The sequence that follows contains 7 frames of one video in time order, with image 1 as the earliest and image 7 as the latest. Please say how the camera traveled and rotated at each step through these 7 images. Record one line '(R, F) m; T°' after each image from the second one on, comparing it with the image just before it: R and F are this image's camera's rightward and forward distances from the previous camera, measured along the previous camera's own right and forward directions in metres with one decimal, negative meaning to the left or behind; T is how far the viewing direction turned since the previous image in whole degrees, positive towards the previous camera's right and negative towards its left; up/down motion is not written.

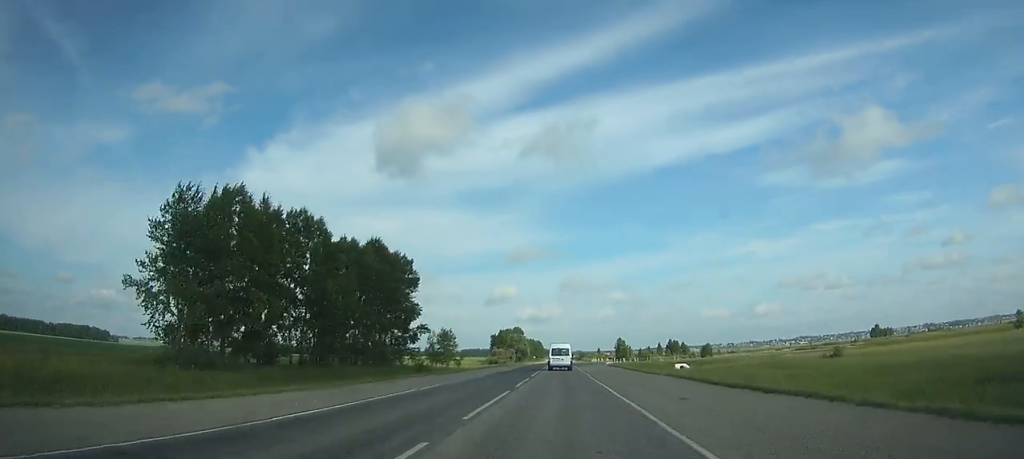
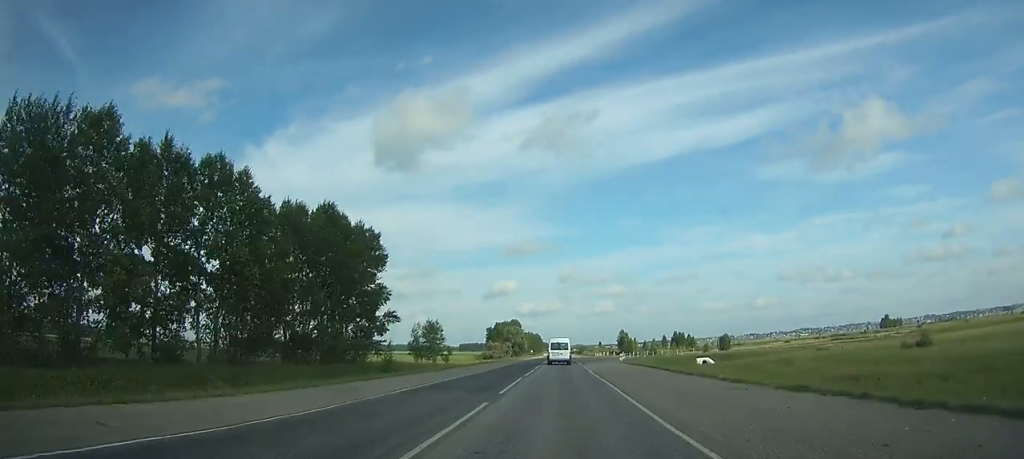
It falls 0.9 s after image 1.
(0.0, +17.3) m; 0°
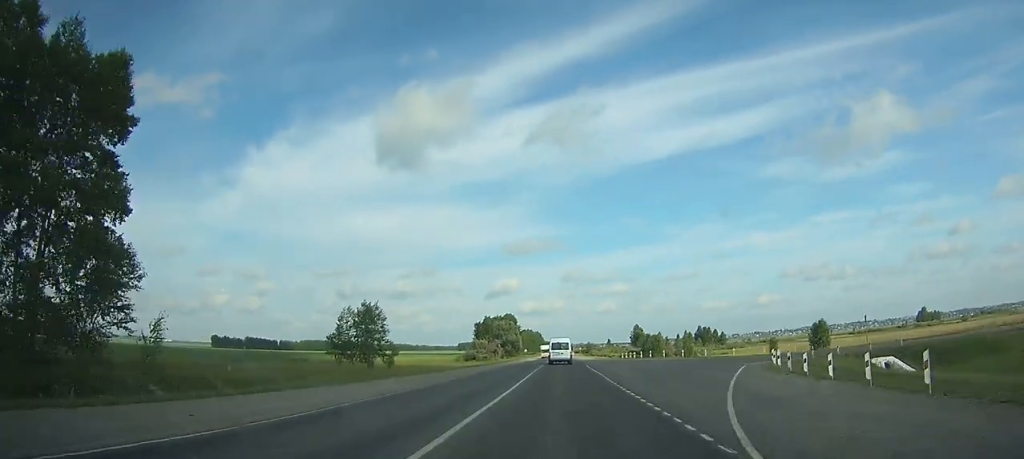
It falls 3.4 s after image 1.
(0.0, +53.4) m; 0°
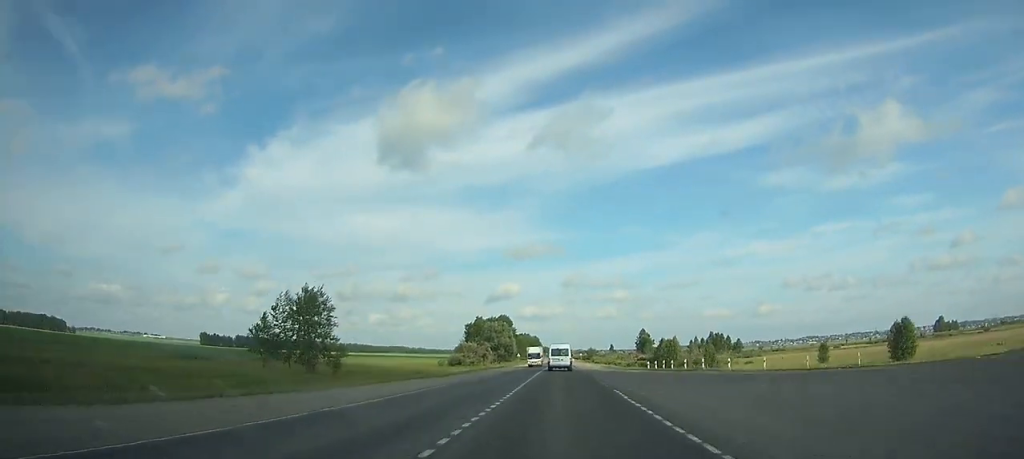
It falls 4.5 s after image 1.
(0.0, +25.2) m; 0°
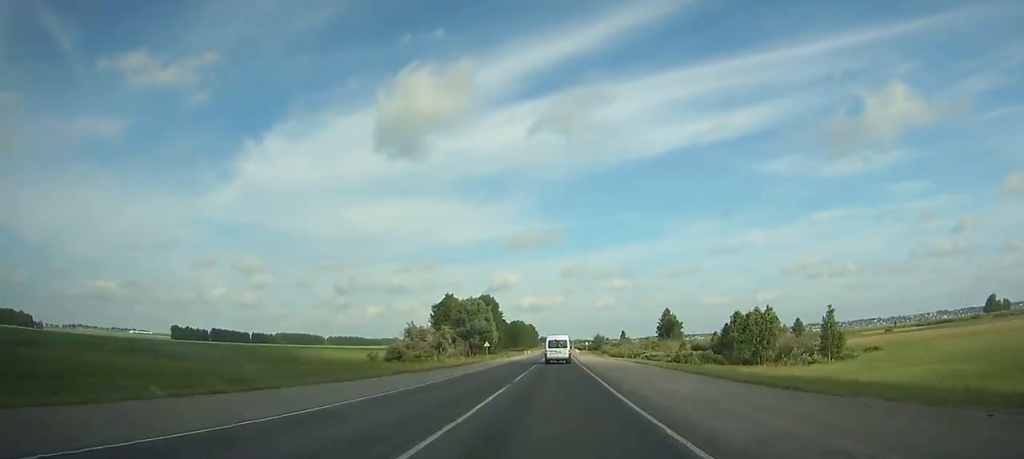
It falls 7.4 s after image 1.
(+0.1, +62.3) m; 0°
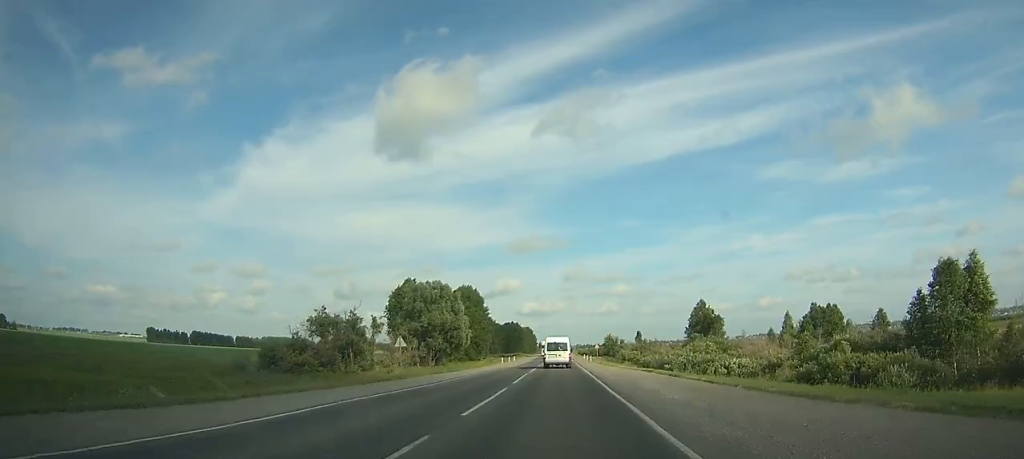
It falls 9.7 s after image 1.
(0.0, +46.2) m; 0°
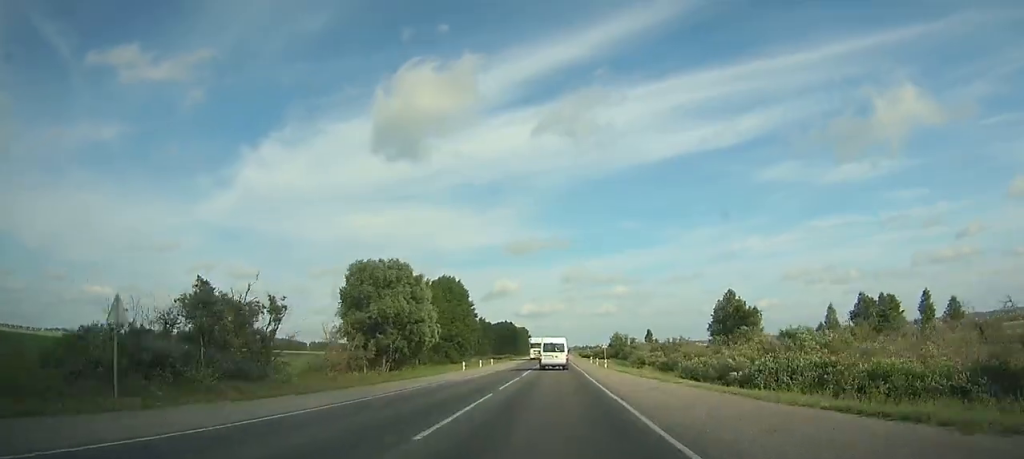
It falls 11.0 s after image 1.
(0.0, +26.2) m; 0°
